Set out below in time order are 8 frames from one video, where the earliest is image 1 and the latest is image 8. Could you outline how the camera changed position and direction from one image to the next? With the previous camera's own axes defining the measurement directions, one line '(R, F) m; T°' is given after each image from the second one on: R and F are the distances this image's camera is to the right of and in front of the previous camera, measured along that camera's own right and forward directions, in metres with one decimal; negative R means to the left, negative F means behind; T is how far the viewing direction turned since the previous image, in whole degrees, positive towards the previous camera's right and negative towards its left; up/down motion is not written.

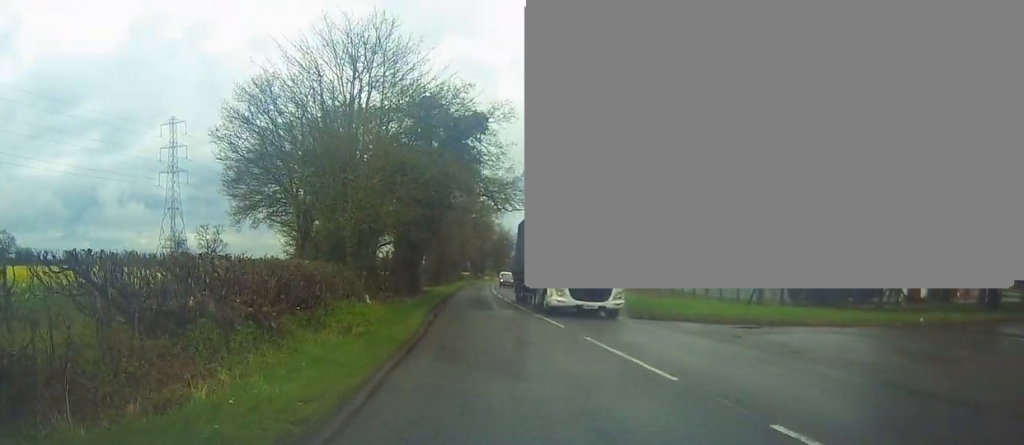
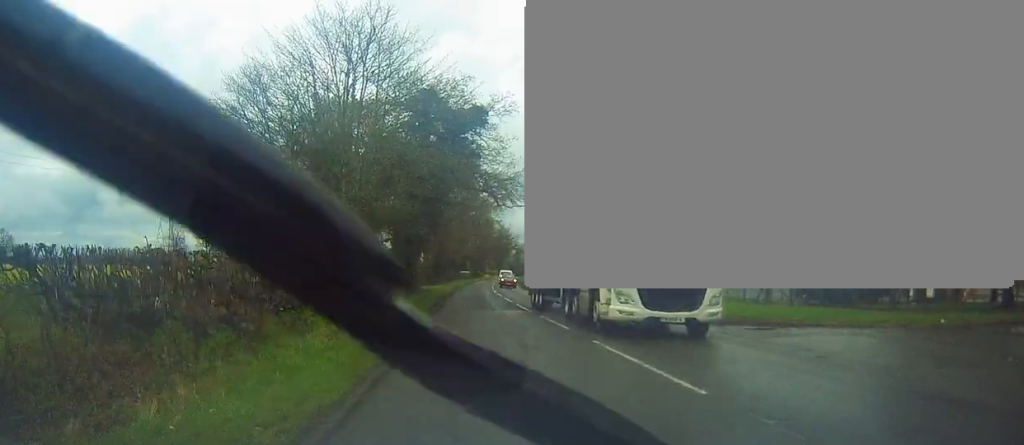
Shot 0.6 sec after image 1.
(-0.1, +1.3) m; +2°
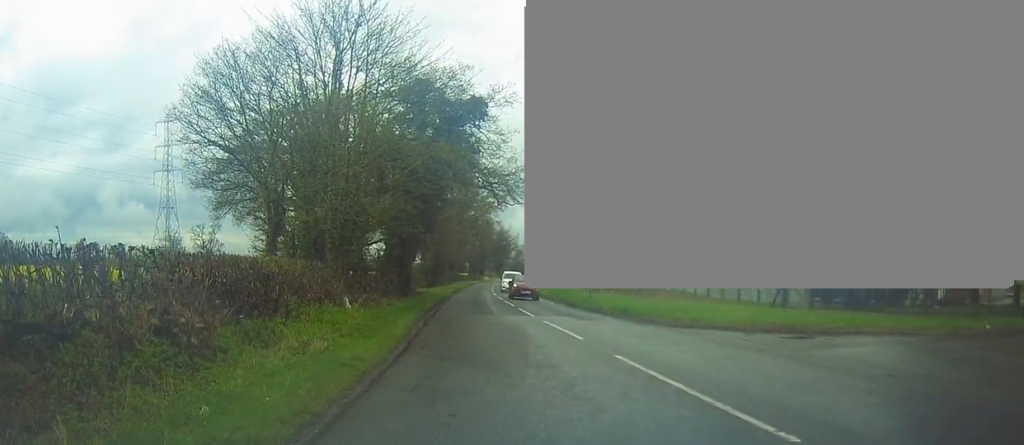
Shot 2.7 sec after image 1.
(+0.2, +2.3) m; +1°
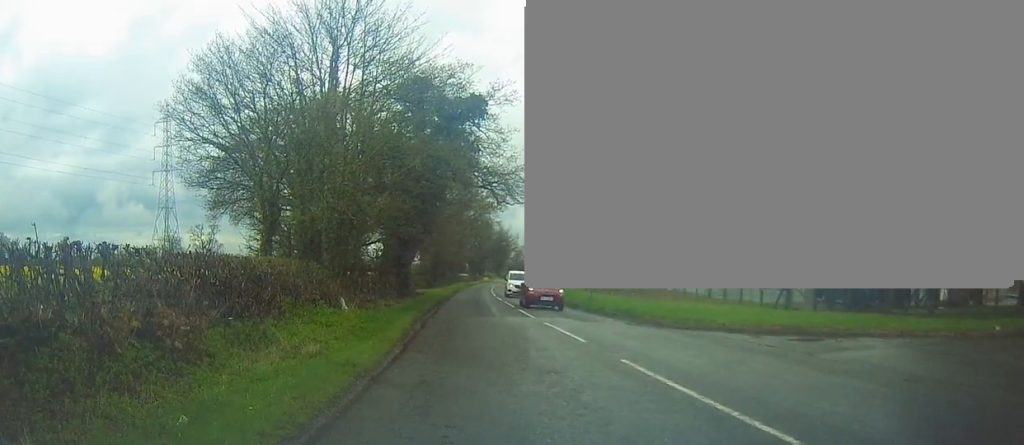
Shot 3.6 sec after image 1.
(+0.1, +0.3) m; 0°
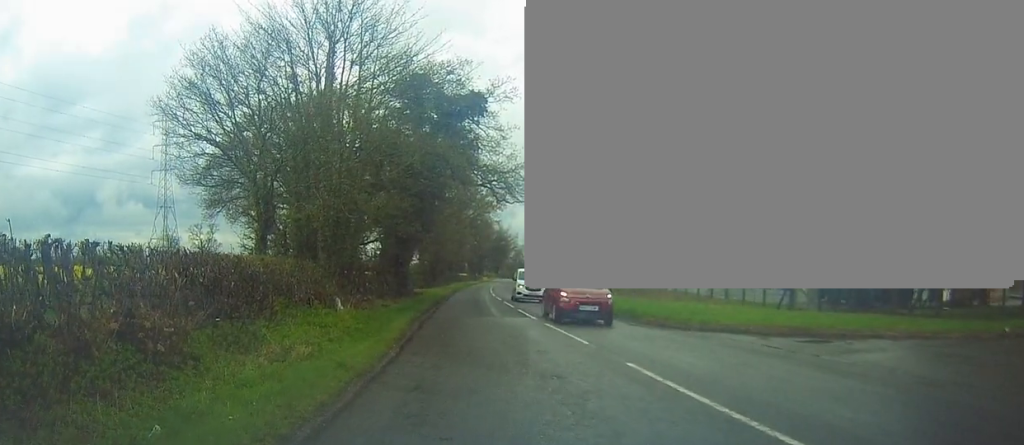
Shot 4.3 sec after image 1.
(+0.1, +0.3) m; 0°
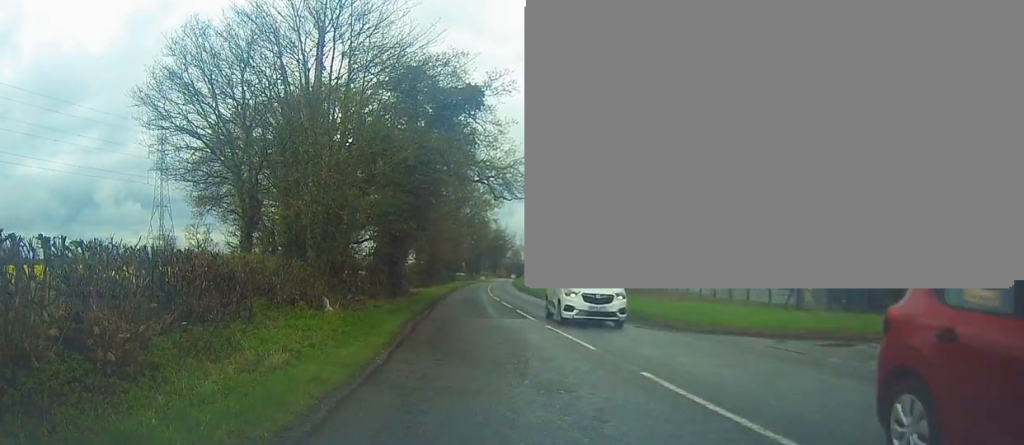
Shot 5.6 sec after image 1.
(+0.2, +0.9) m; 0°
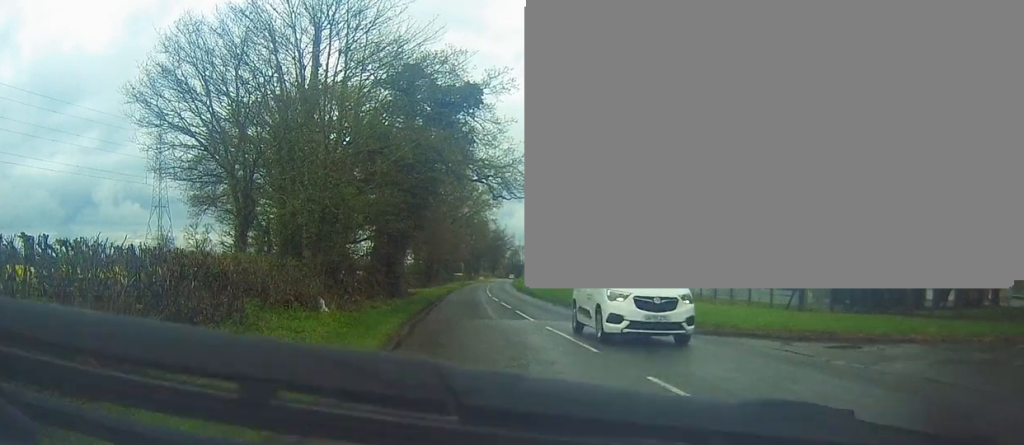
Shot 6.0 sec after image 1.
(+0.1, +0.3) m; 0°
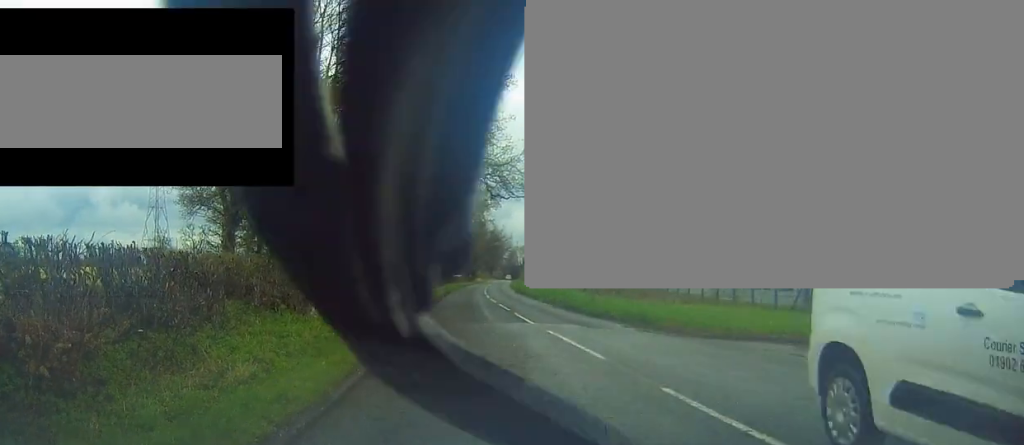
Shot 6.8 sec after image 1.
(+0.1, +0.8) m; 0°
